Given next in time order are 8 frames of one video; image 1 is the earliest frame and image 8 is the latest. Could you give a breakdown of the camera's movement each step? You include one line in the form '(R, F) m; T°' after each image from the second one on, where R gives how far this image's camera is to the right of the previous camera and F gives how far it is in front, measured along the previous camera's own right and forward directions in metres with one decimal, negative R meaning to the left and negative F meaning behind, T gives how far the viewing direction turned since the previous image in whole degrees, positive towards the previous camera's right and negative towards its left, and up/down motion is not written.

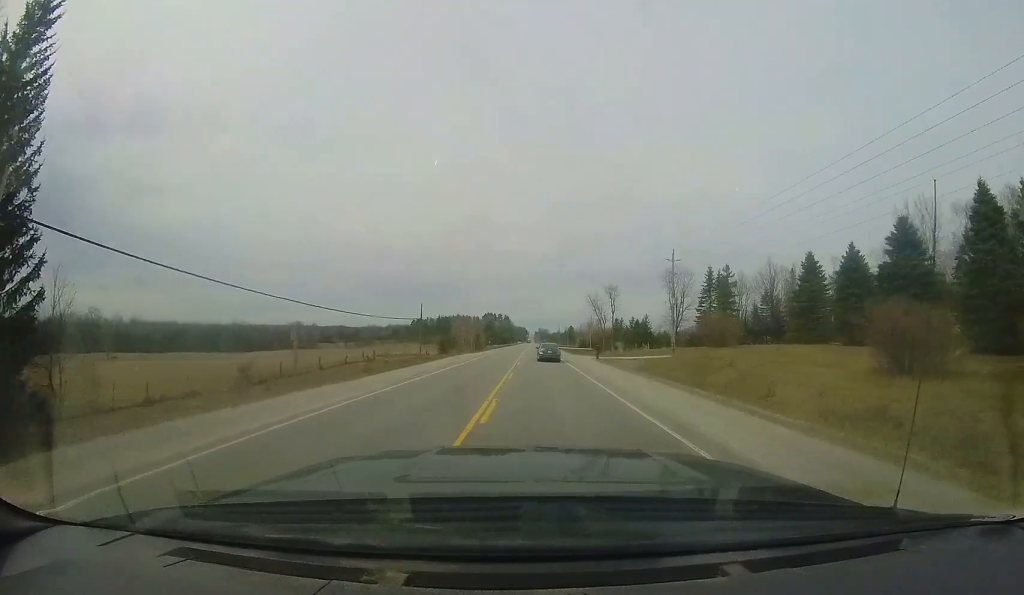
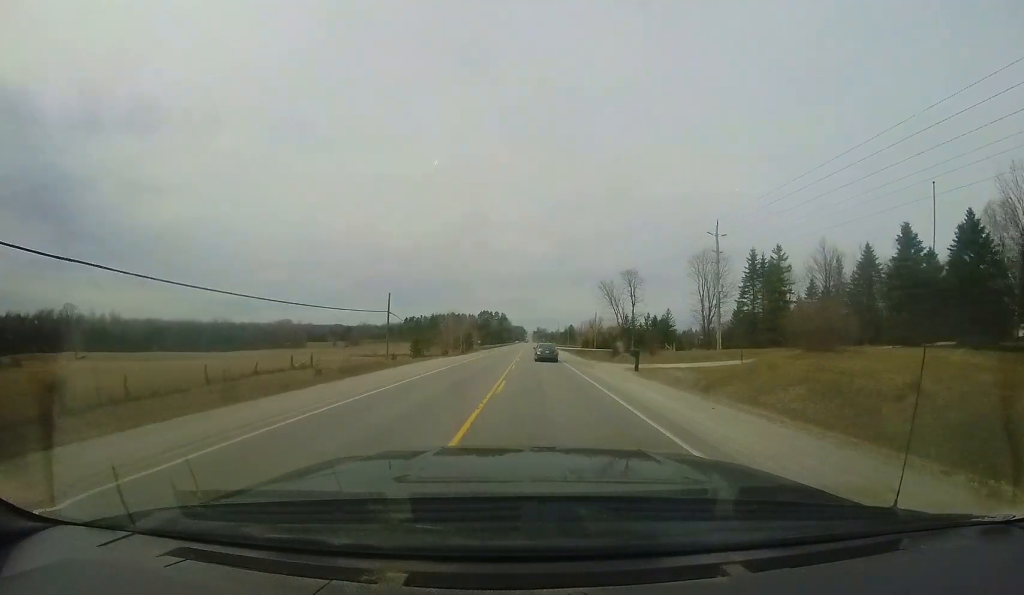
(+0.1, +13.3) m; 0°
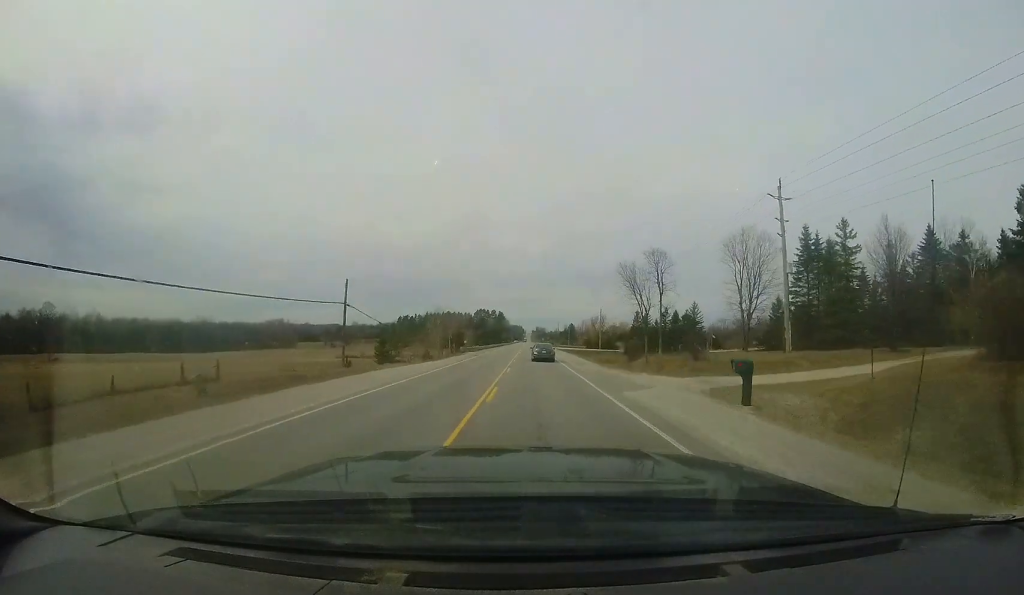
(0.0, +11.2) m; 0°
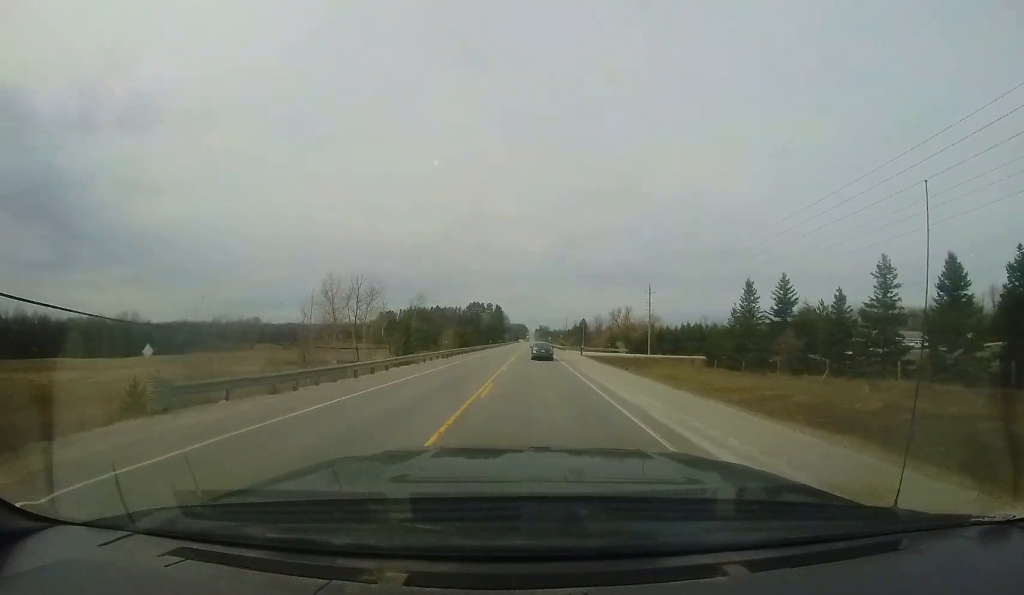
(-0.3, +43.7) m; 0°
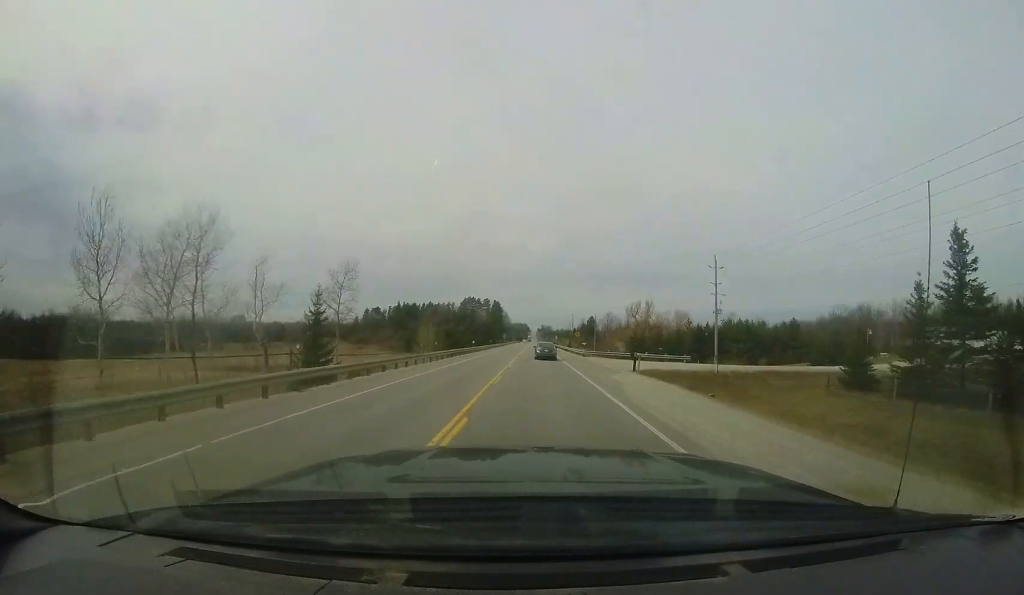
(+0.4, +23.6) m; +1°
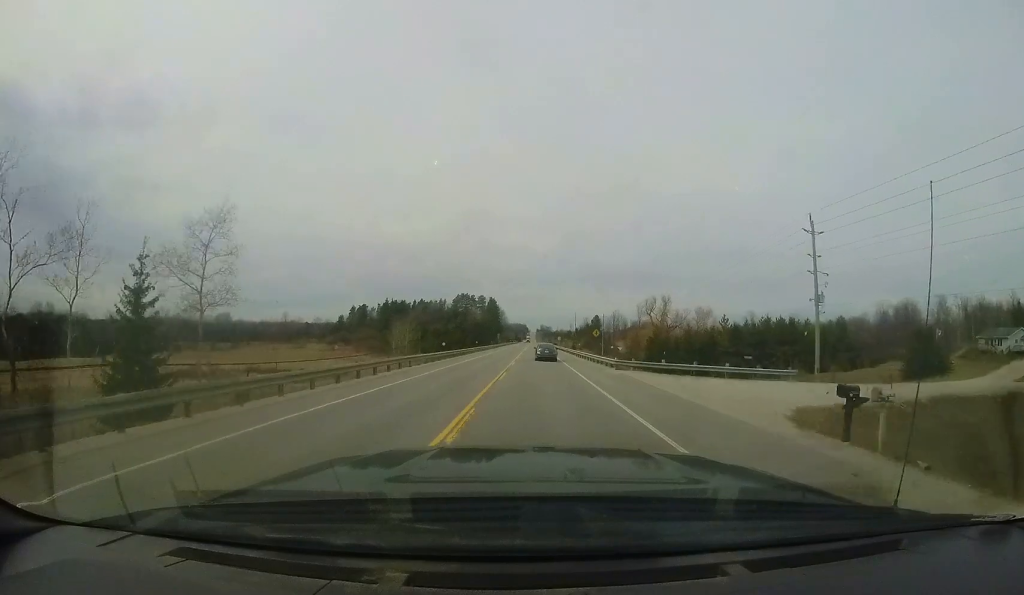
(0.0, +16.3) m; 0°
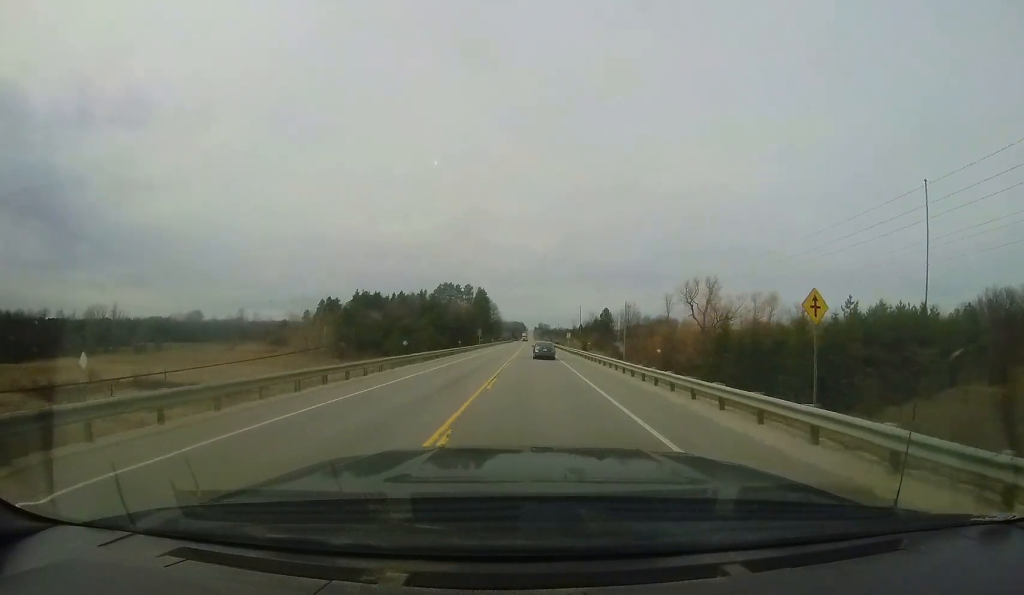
(-0.4, +29.4) m; -1°
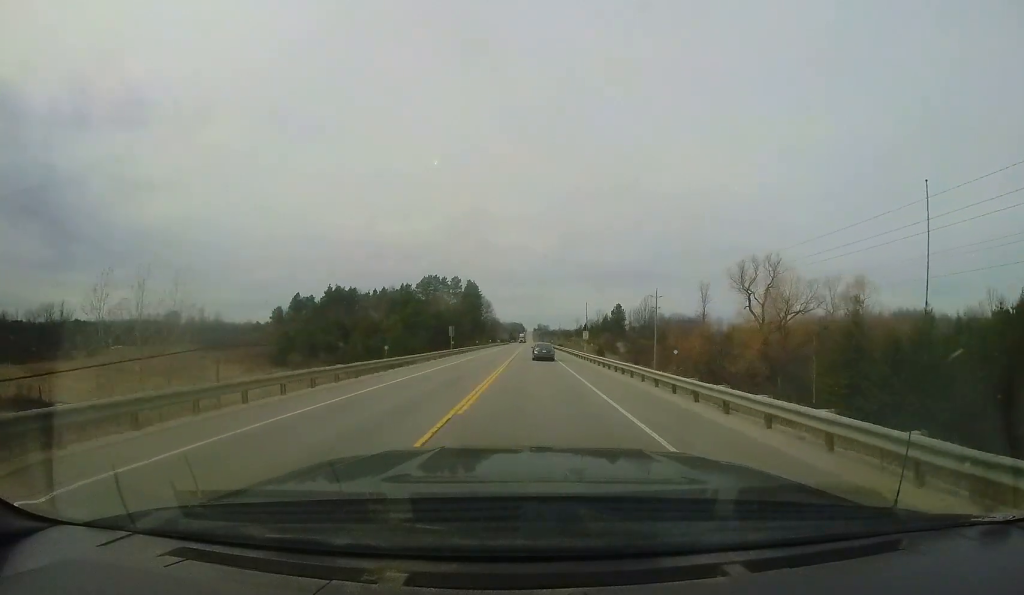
(-0.1, +21.7) m; -1°
